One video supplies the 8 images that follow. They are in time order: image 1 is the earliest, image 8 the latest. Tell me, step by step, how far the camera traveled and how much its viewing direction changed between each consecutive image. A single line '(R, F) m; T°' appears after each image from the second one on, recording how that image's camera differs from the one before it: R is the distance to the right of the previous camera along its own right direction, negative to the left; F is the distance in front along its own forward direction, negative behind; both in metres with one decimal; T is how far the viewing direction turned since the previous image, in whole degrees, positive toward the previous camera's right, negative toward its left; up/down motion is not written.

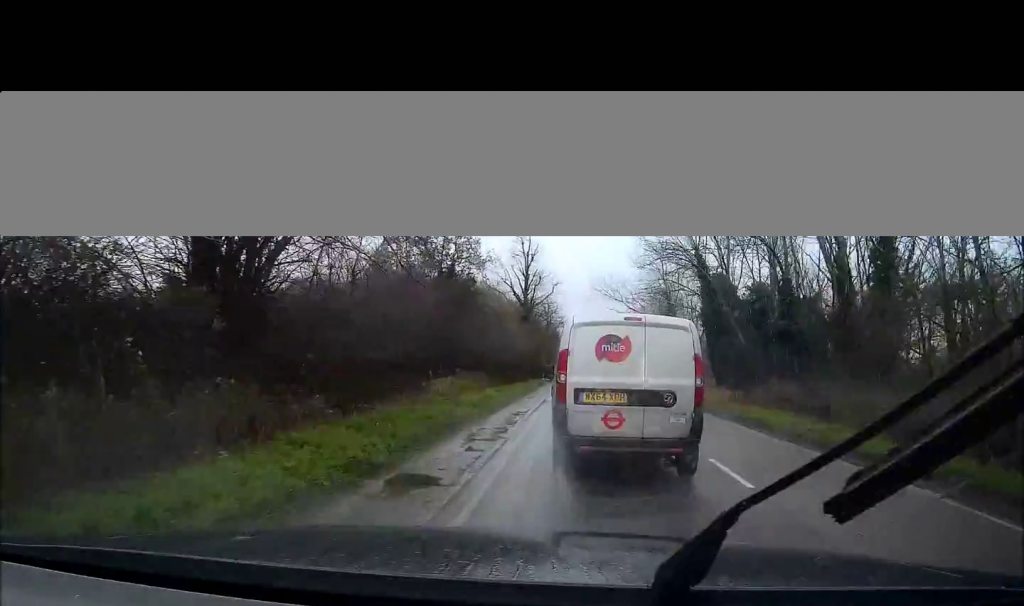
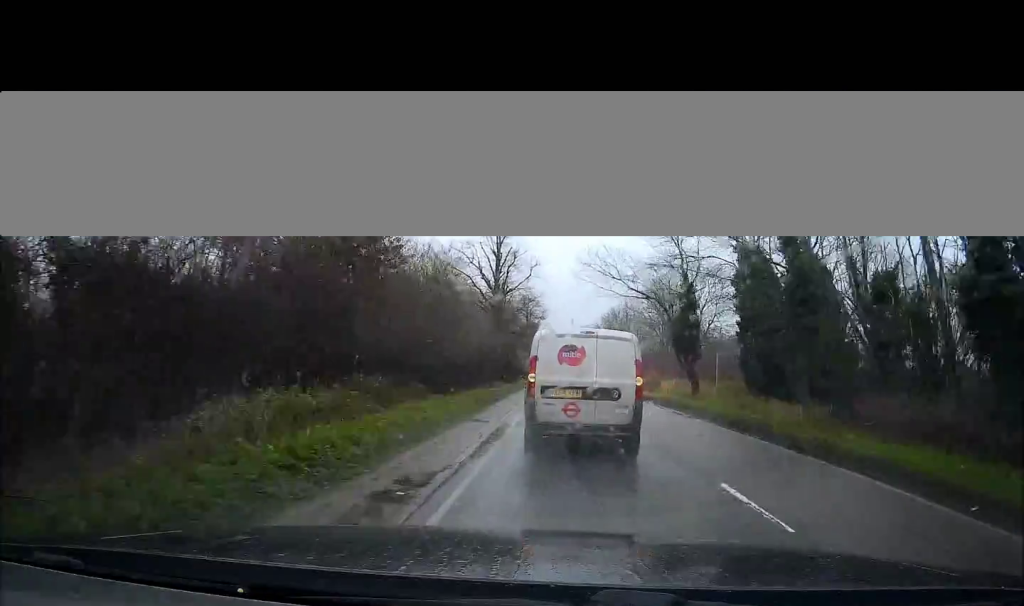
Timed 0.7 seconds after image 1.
(0.0, +13.1) m; 0°
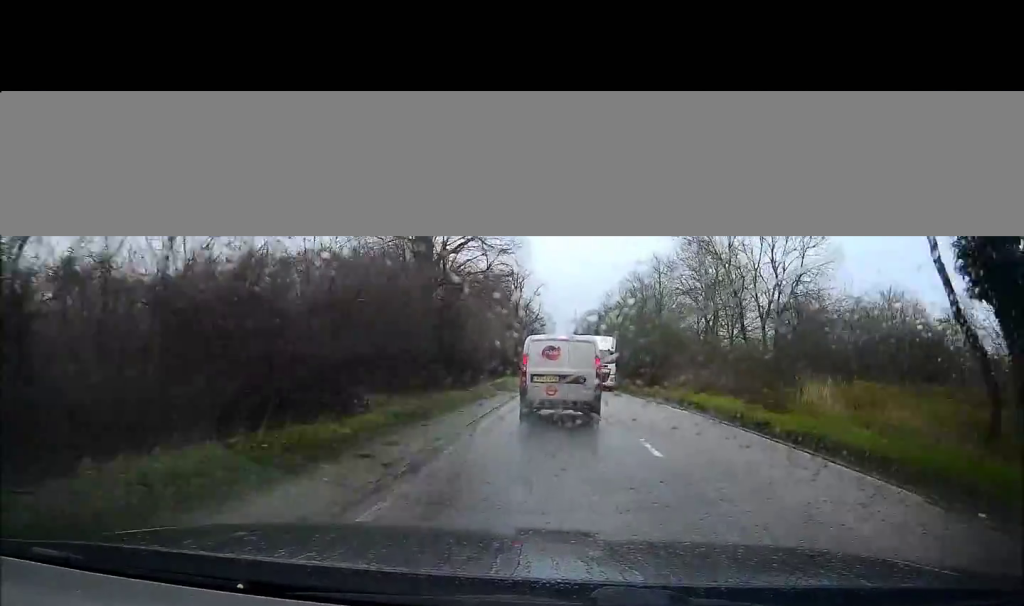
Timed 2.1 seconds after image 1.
(0.0, +27.9) m; -1°
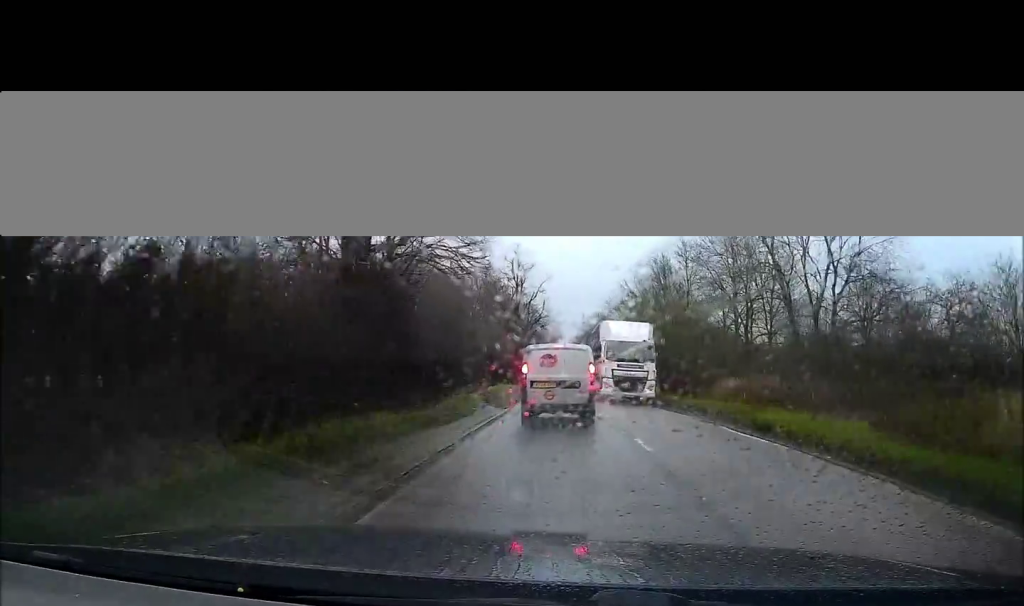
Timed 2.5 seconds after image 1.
(0.0, +9.5) m; 0°
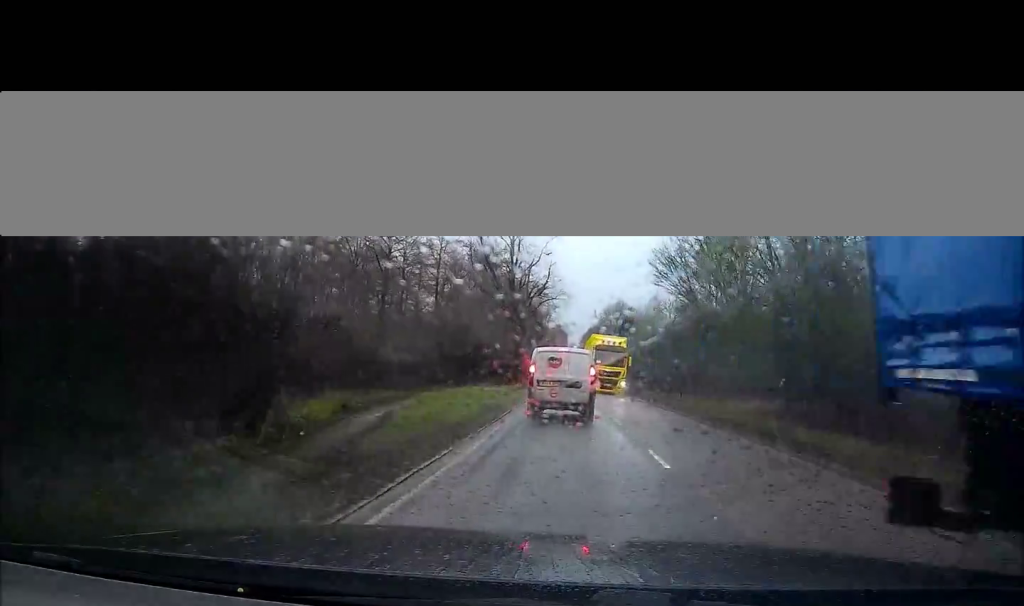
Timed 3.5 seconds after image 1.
(-0.1, +20.7) m; 0°
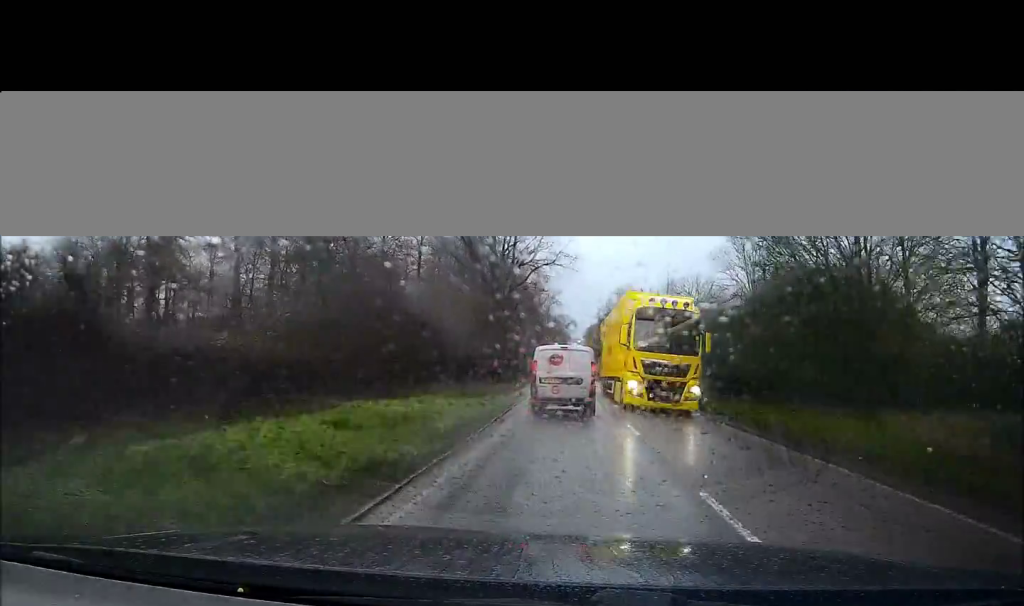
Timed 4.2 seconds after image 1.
(-0.1, +14.2) m; 0°
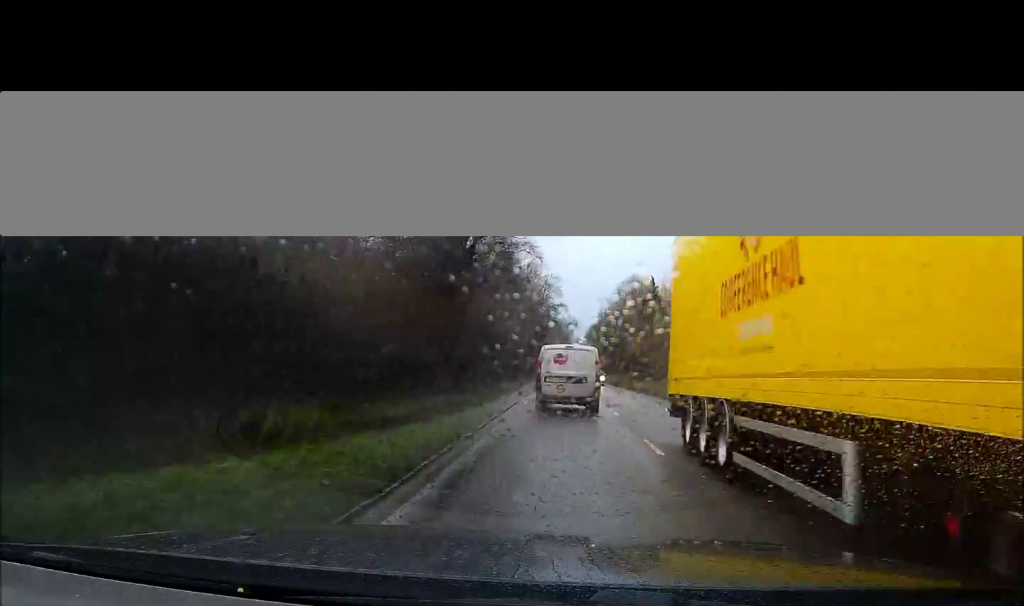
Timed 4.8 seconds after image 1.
(+0.1, +13.7) m; 0°
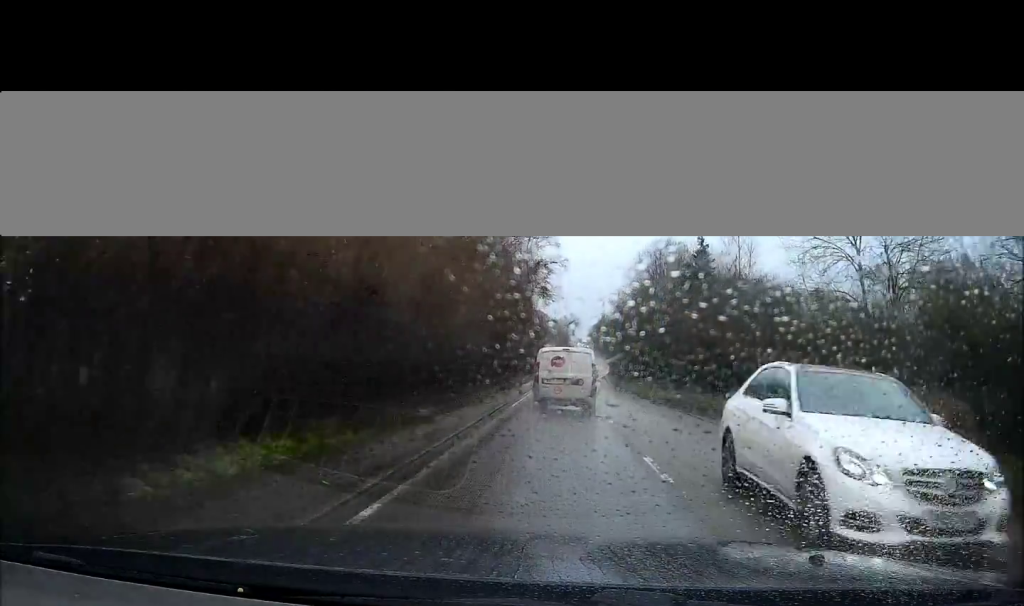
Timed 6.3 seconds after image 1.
(-0.2, +31.6) m; -1°
